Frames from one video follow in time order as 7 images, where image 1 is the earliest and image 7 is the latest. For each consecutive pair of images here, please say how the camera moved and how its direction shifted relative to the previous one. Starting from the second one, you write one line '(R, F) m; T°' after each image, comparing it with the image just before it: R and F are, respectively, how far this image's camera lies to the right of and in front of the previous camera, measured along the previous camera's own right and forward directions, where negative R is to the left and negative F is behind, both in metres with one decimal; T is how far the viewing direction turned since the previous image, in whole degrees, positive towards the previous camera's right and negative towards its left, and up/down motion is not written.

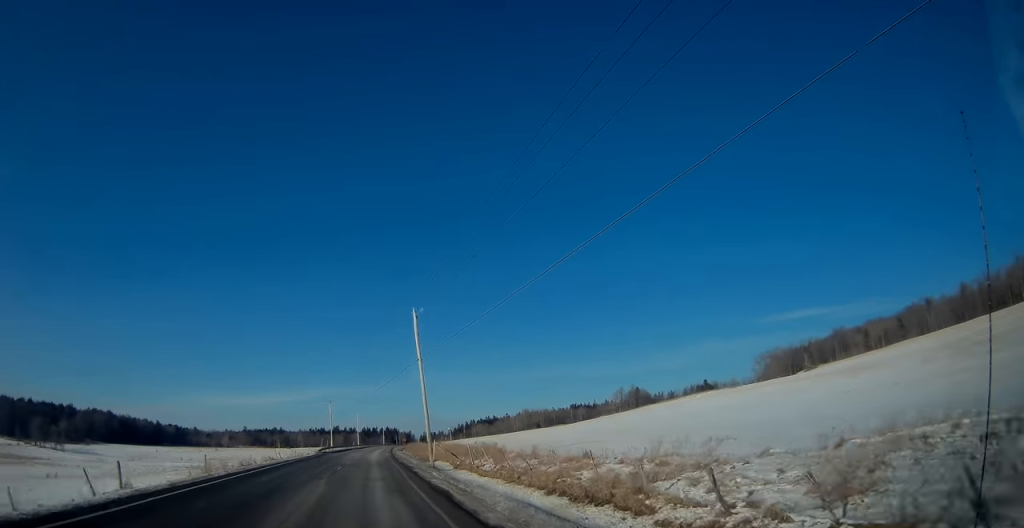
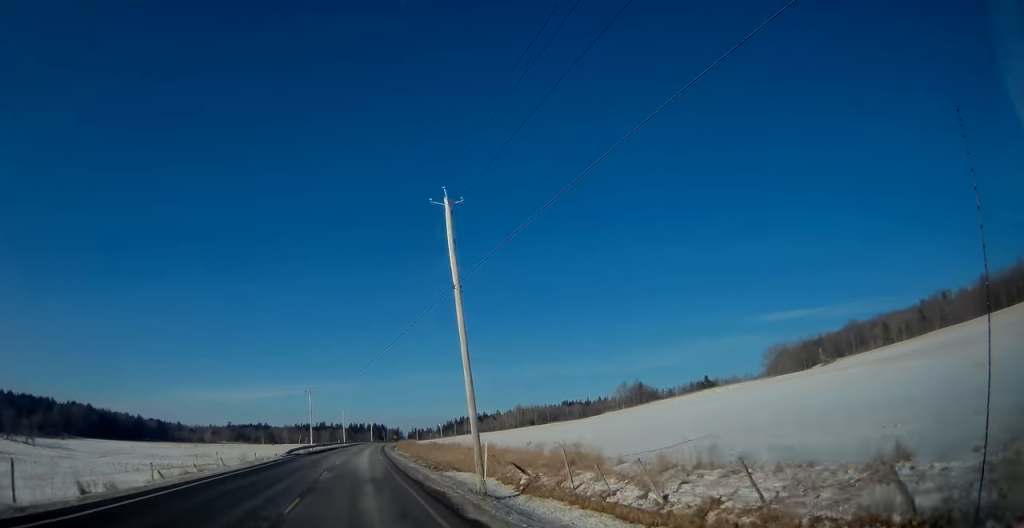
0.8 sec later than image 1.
(+0.2, +17.9) m; +1°
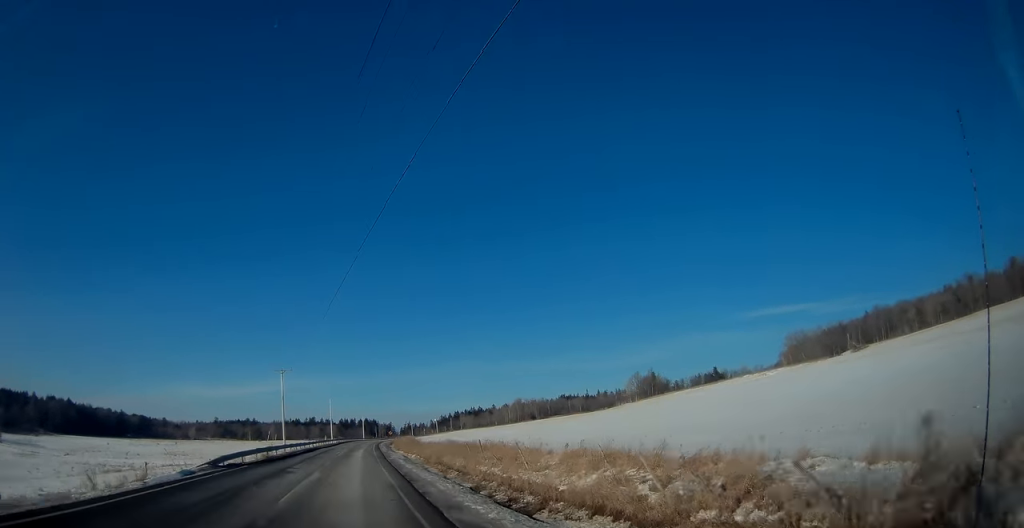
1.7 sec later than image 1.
(+0.1, +22.5) m; +1°
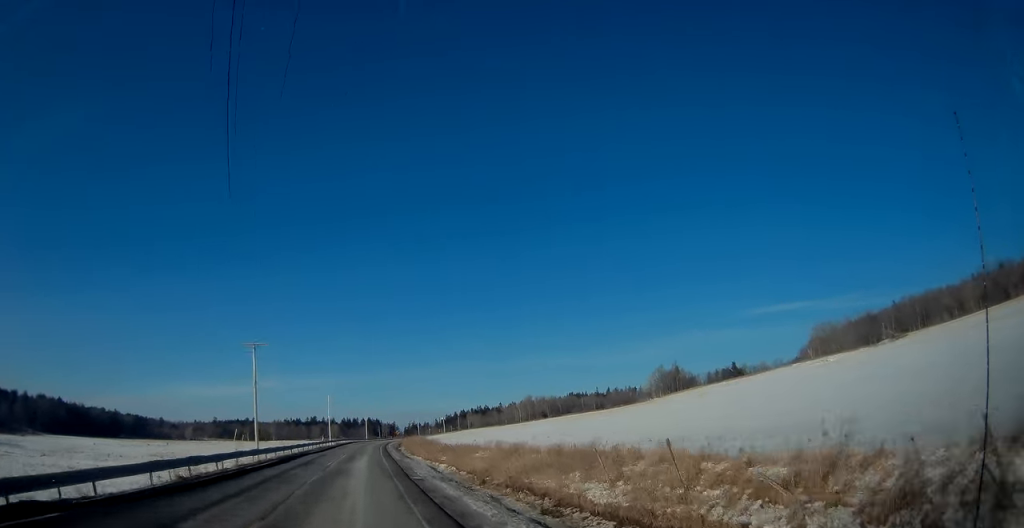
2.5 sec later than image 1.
(+0.1, +18.7) m; +1°
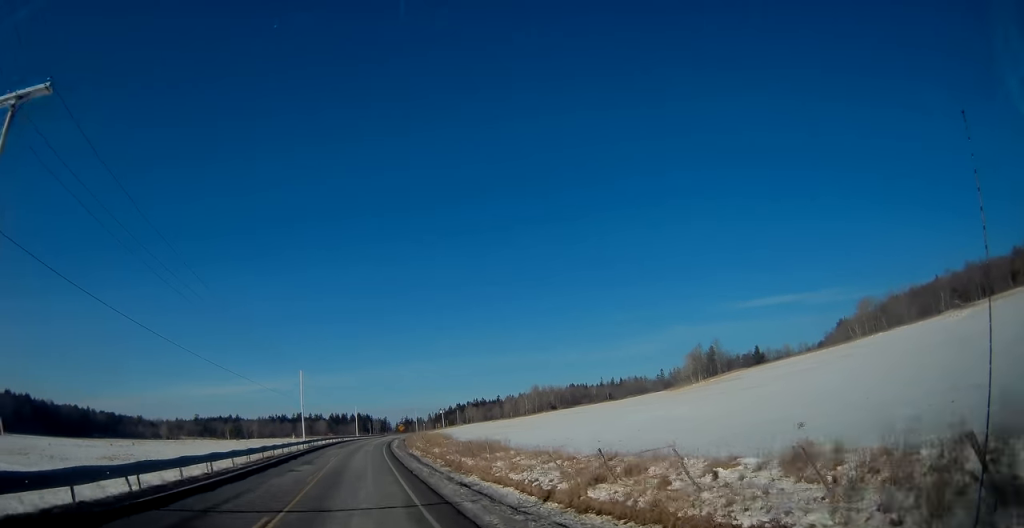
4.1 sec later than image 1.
(0.0, +36.1) m; 0°
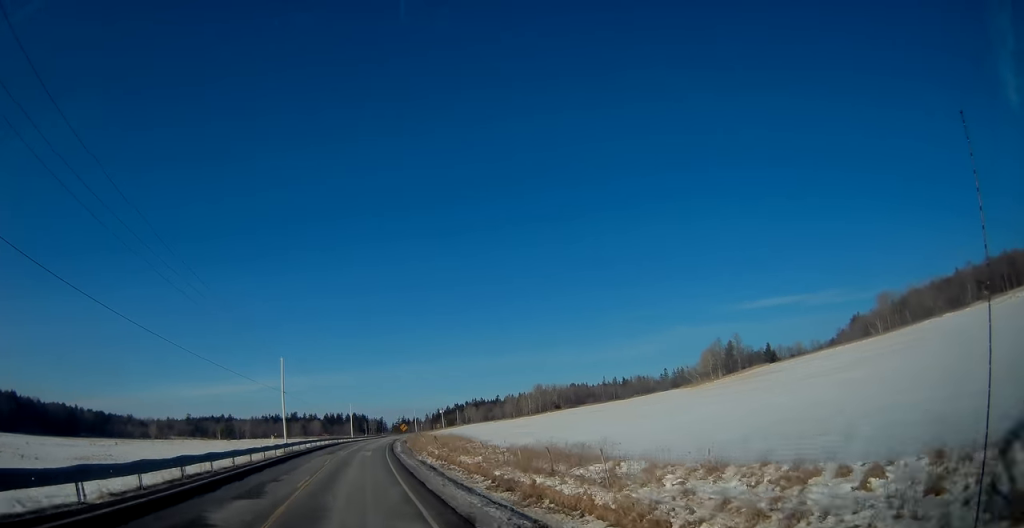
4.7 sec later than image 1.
(+0.1, +15.0) m; 0°
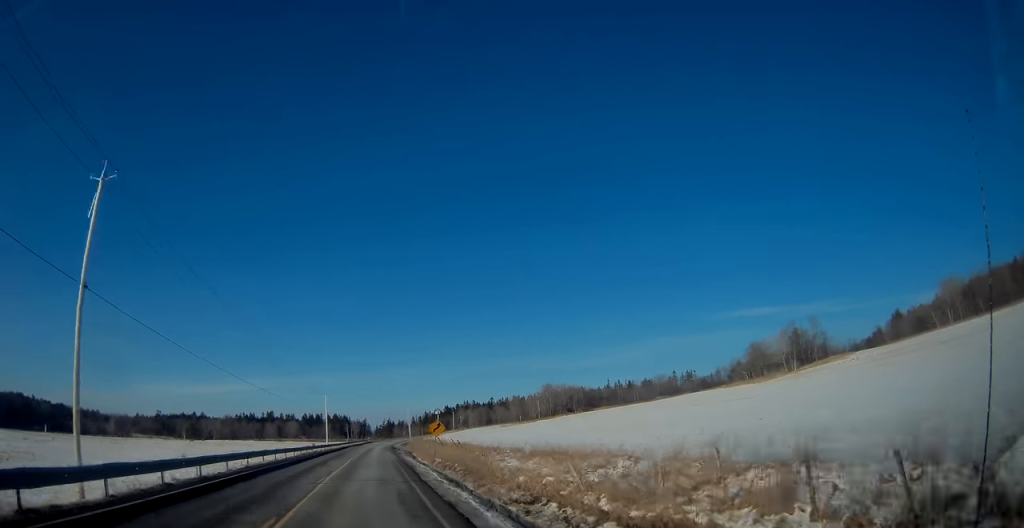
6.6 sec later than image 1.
(+0.5, +44.7) m; +2°
